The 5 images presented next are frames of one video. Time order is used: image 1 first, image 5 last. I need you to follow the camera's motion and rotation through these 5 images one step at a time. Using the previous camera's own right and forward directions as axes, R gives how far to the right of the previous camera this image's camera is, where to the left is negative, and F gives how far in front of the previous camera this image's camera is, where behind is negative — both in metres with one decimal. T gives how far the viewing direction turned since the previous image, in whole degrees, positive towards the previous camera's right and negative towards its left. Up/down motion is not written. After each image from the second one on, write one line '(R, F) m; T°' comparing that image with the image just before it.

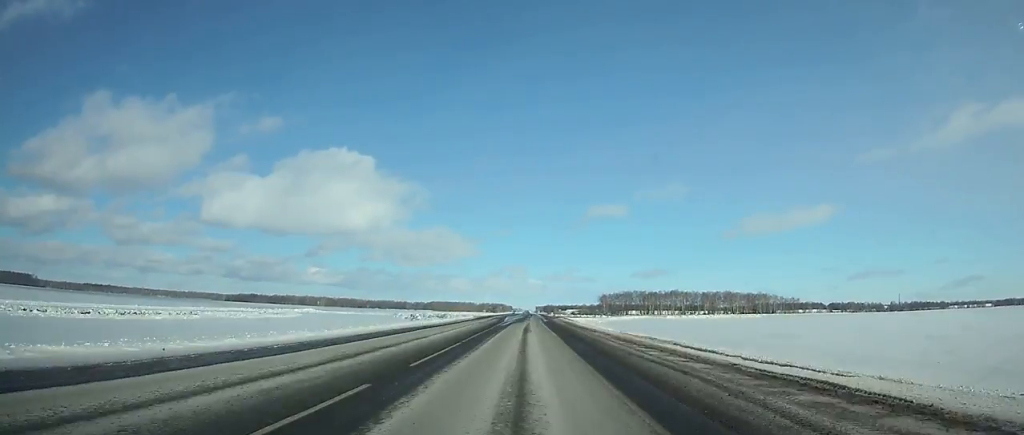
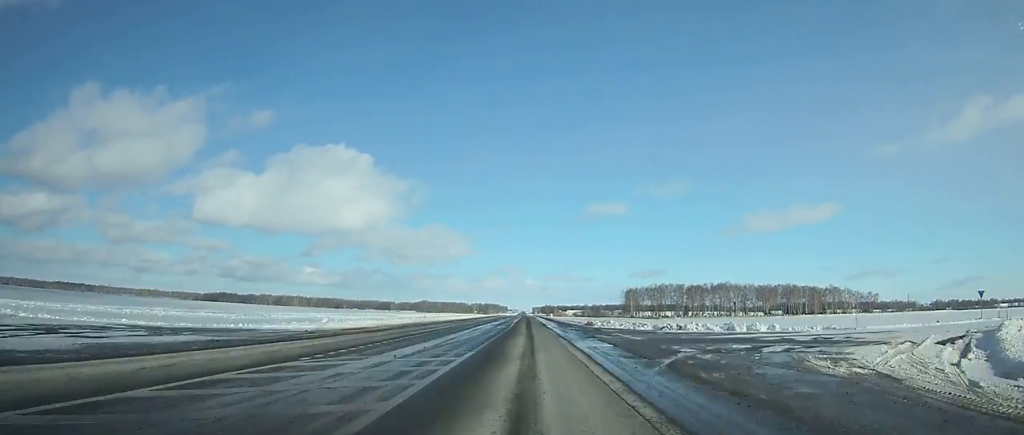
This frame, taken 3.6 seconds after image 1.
(+0.4, +119.0) m; 0°
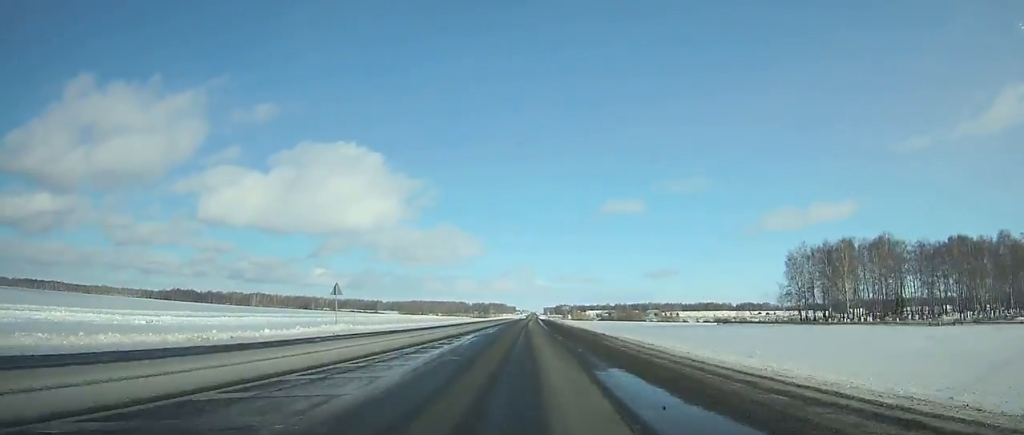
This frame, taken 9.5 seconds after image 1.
(-1.3, +190.4) m; -1°
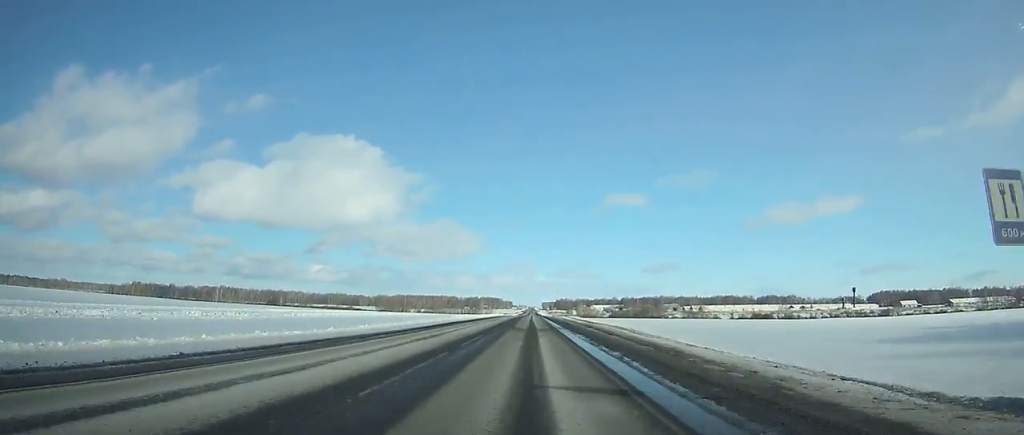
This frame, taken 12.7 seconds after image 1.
(-0.2, +101.4) m; 0°
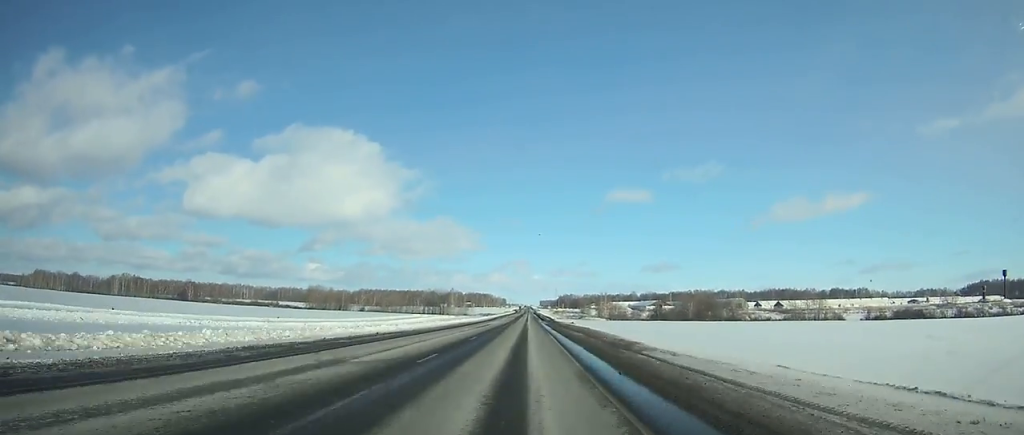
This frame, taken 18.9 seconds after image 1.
(+1.1, +194.2) m; 0°
